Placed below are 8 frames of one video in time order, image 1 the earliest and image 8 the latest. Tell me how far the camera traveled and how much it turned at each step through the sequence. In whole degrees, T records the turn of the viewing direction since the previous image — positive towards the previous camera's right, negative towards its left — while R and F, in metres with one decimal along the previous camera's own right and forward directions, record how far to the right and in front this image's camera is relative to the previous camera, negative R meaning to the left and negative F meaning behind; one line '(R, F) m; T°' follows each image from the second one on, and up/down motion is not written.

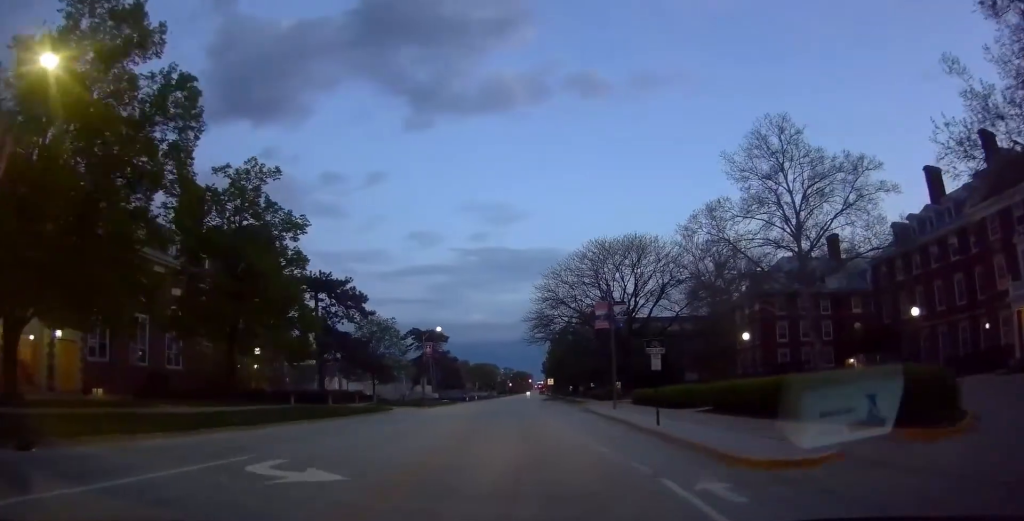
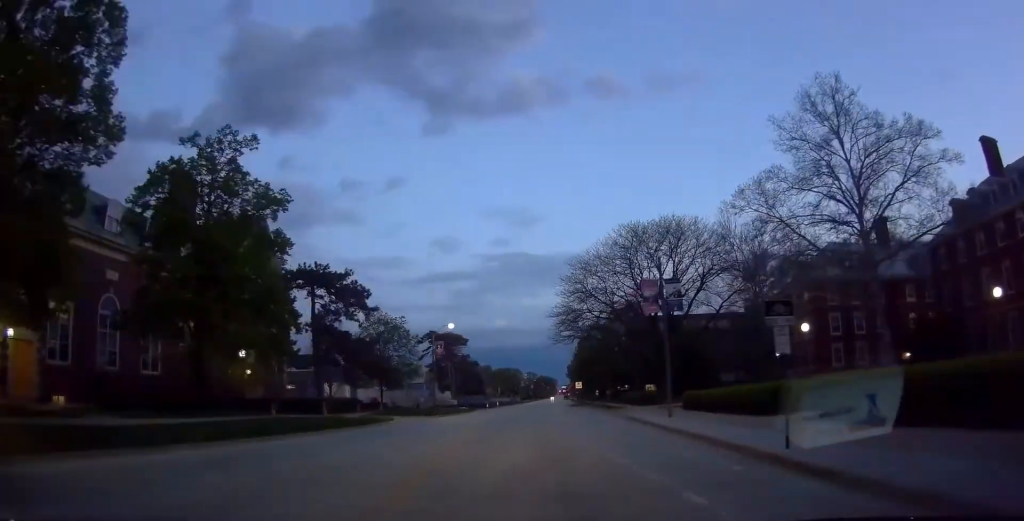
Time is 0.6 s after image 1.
(0.0, +7.5) m; -1°
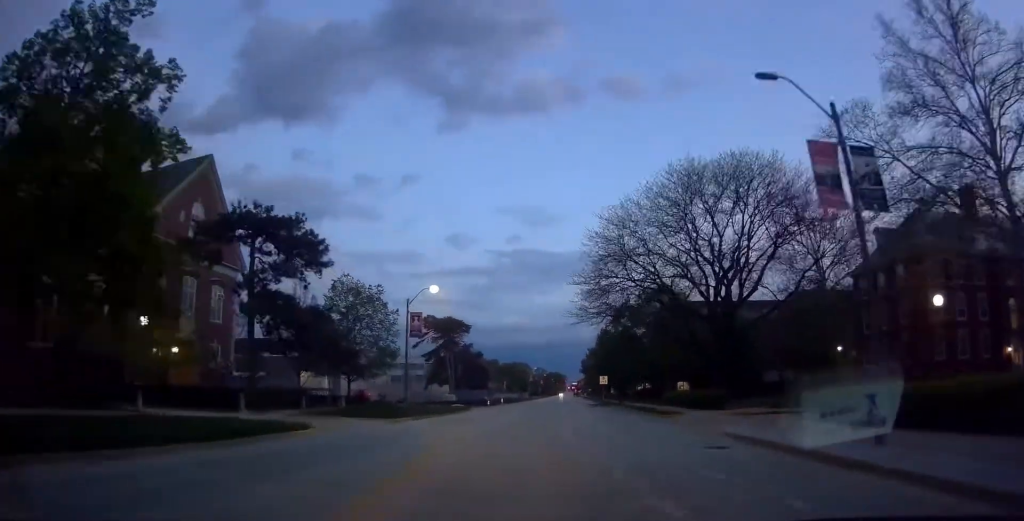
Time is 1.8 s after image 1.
(-0.2, +15.3) m; -1°
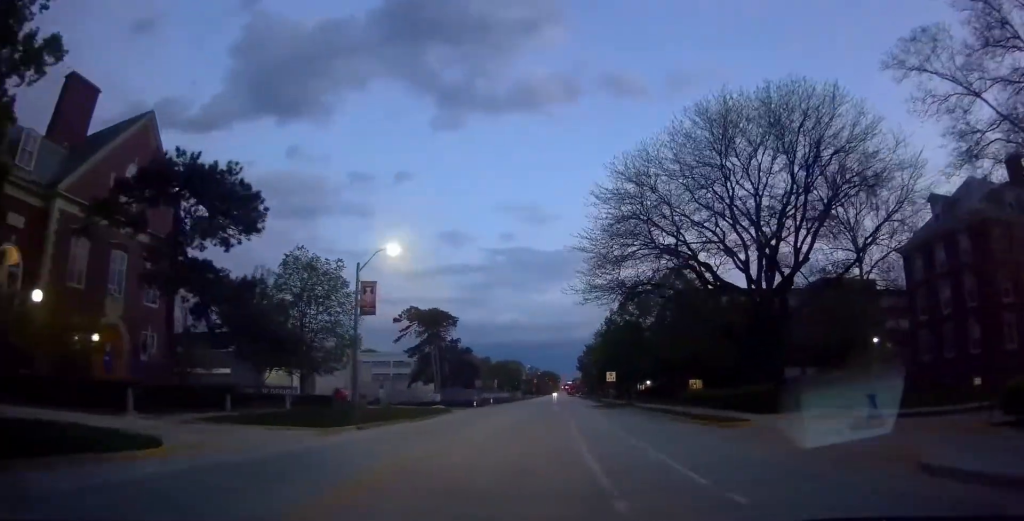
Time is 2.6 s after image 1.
(+0.3, +9.7) m; -1°
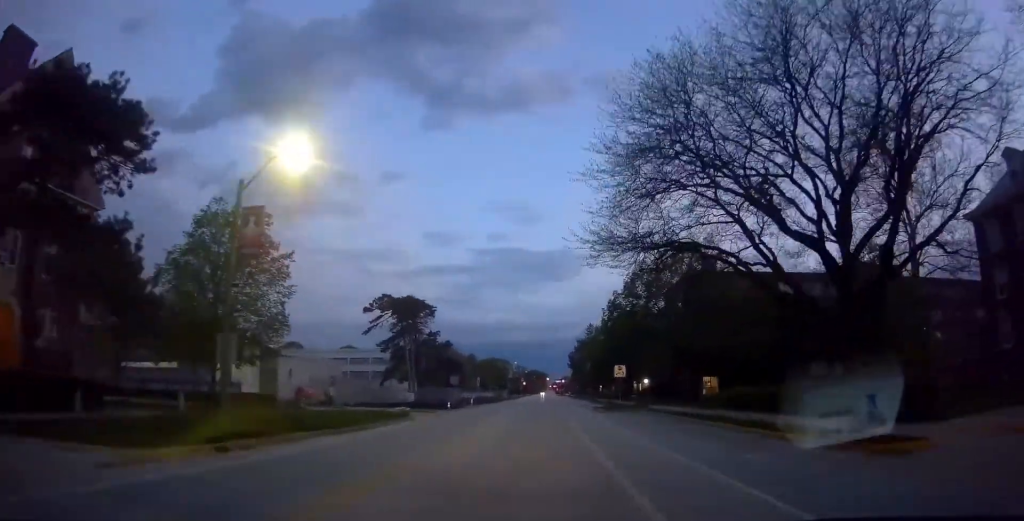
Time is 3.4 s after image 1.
(-0.6, +10.9) m; -1°
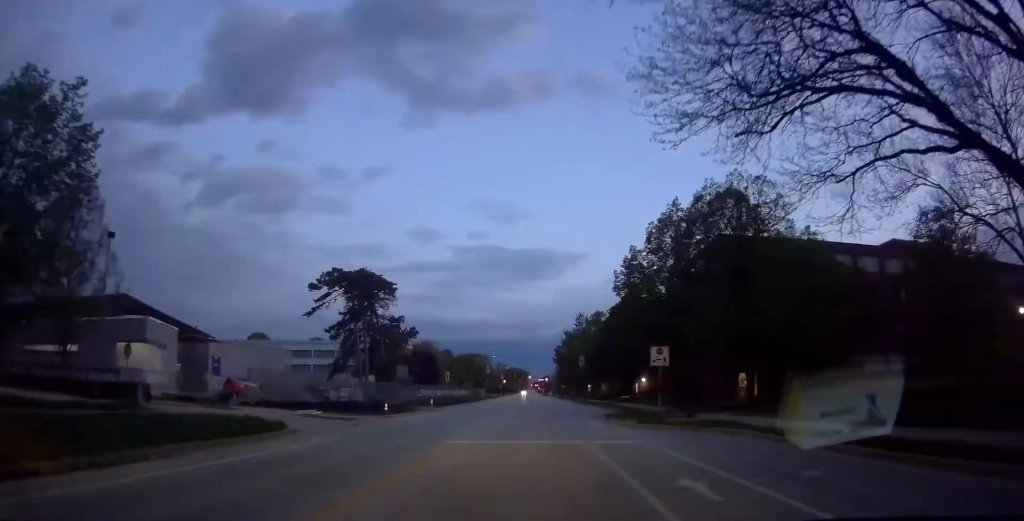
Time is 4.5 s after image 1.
(+0.4, +15.5) m; +3°
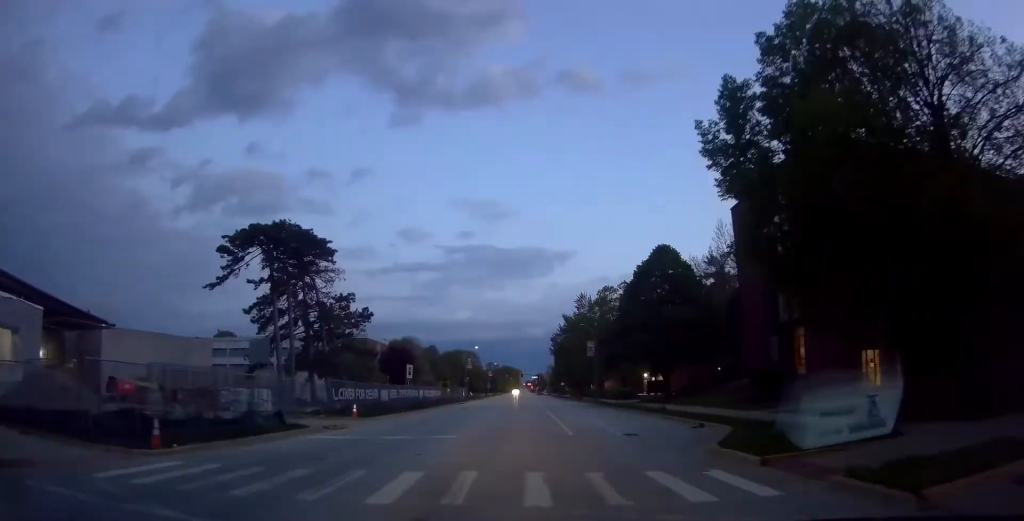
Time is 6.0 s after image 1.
(+0.6, +20.3) m; +2°
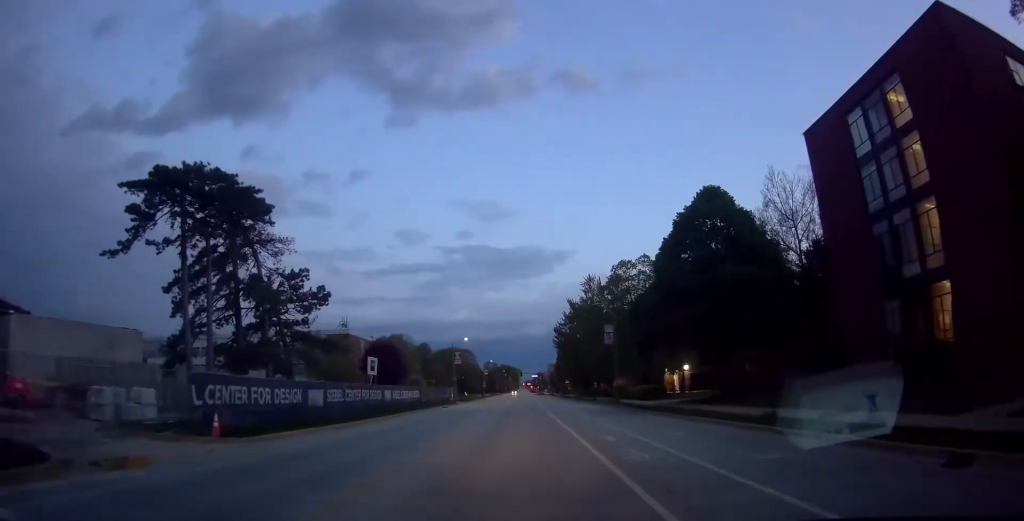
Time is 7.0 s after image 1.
(0.0, +14.0) m; 0°
